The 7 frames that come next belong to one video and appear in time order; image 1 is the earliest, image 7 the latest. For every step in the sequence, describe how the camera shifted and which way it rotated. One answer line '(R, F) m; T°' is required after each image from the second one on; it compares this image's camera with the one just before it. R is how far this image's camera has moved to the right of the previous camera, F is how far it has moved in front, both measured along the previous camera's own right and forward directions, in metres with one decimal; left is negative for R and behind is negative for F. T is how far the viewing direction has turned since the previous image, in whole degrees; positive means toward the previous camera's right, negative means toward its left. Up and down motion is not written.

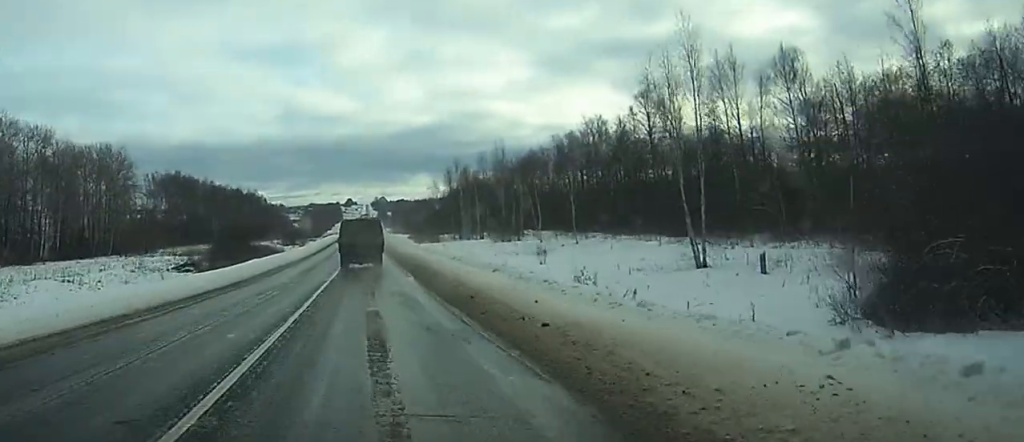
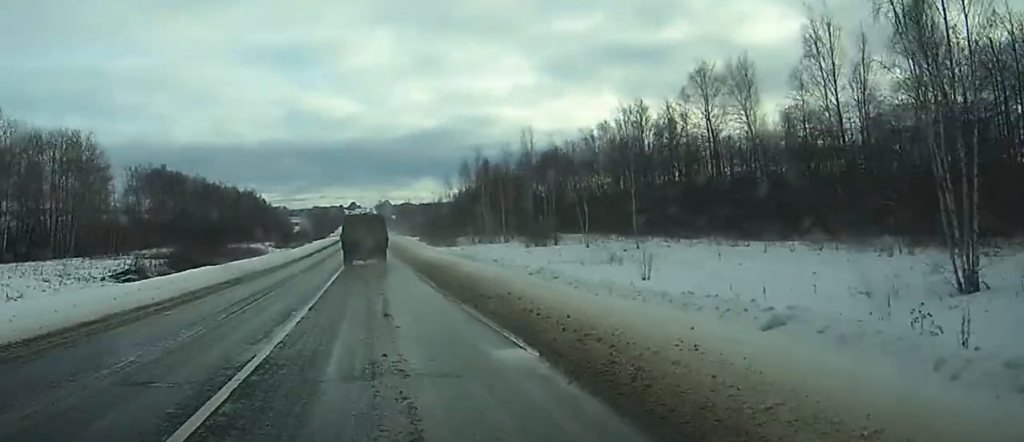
(0.0, +22.2) m; 0°
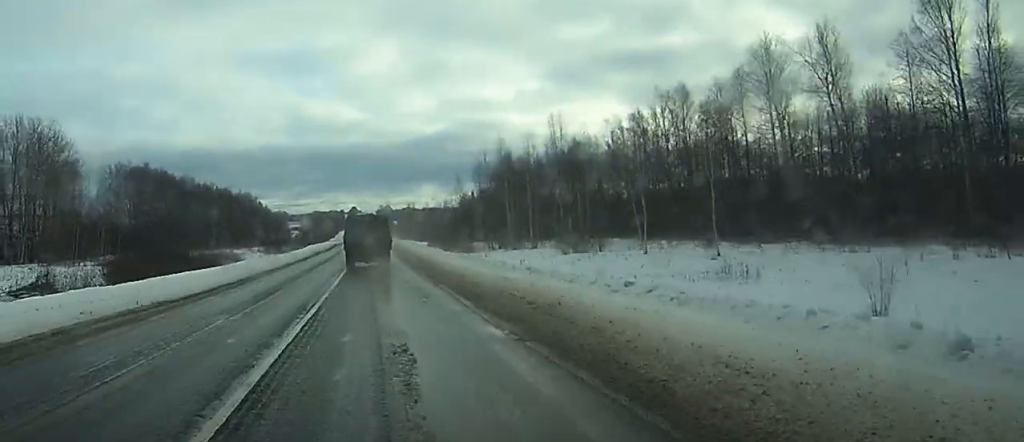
(-0.1, +19.1) m; 0°
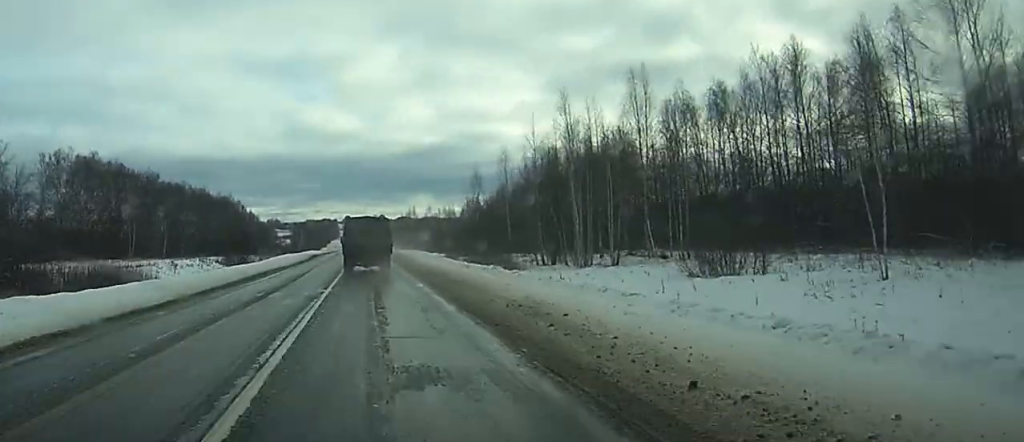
(+0.2, +36.5) m; 0°
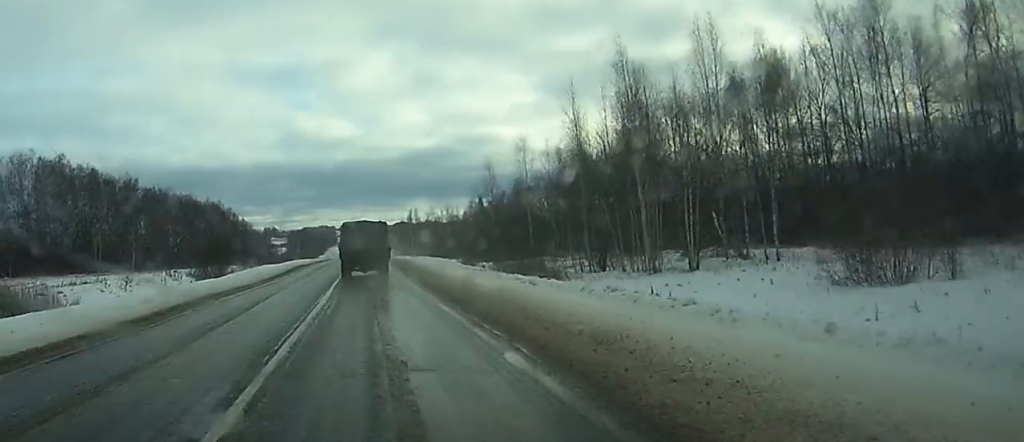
(0.0, +17.4) m; 0°
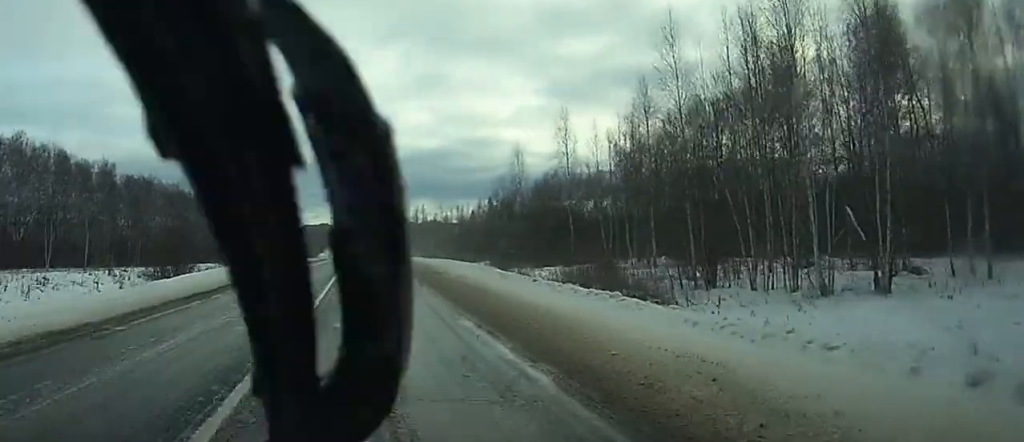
(-0.1, +20.4) m; 0°
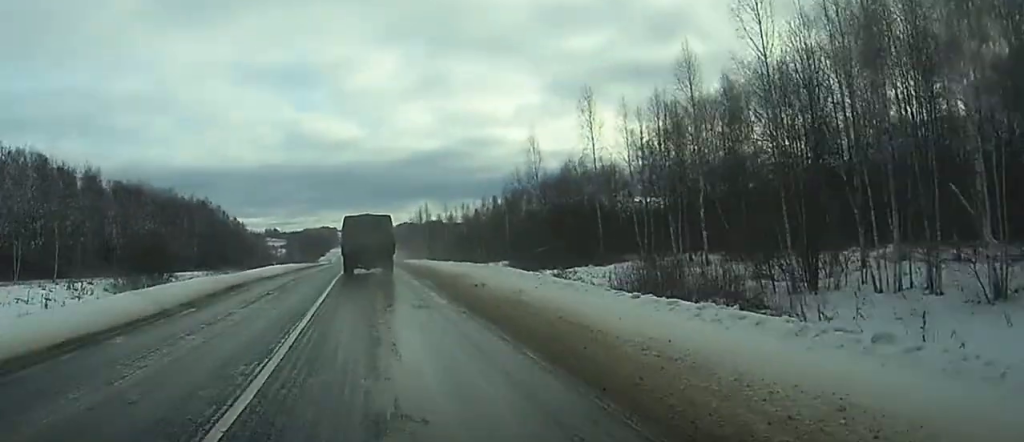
(0.0, +10.1) m; 0°
